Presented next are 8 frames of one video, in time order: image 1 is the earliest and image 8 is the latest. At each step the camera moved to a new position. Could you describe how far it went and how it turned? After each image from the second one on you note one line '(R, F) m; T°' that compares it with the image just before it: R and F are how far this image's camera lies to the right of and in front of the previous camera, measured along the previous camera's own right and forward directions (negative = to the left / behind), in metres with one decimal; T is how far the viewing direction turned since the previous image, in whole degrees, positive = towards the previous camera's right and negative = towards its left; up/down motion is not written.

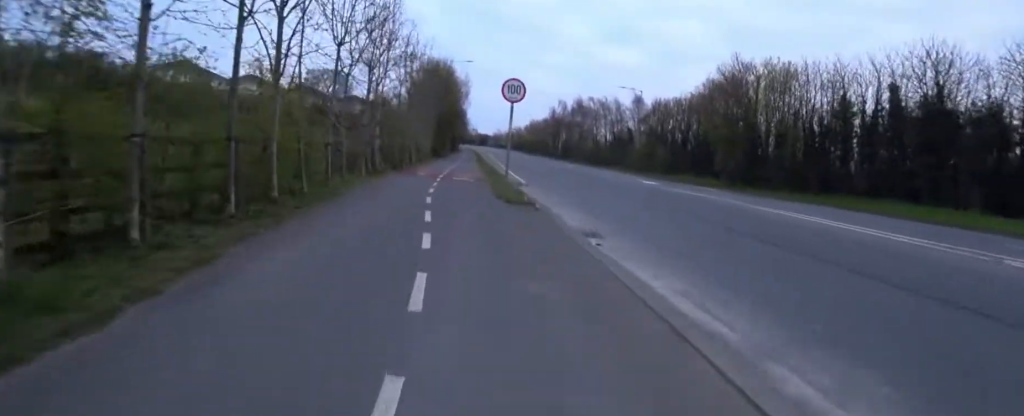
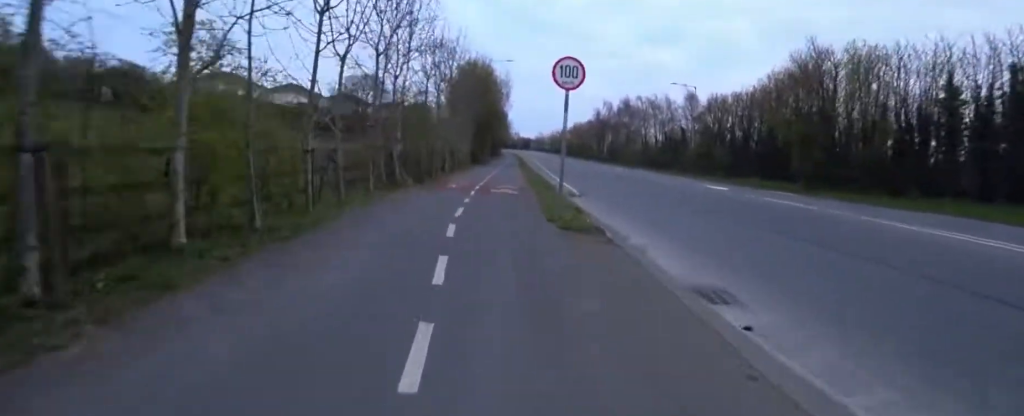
(0.0, +2.8) m; 0°
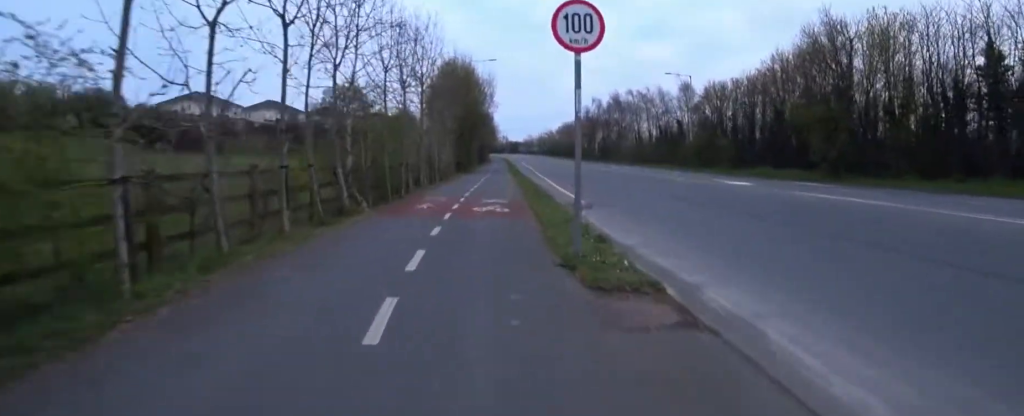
(0.0, +3.0) m; -1°
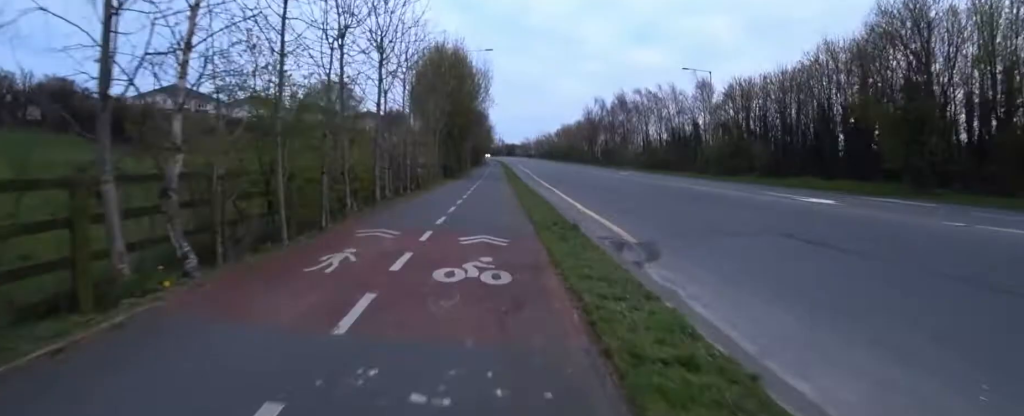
(-0.1, +5.2) m; -5°
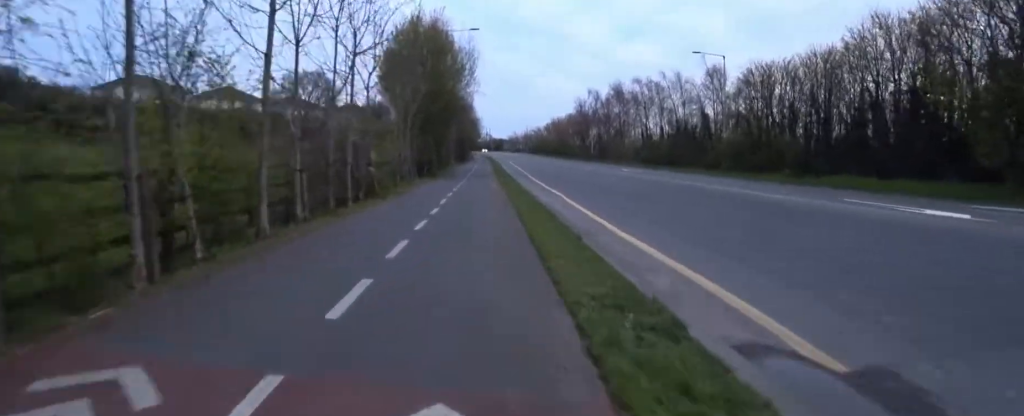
(-0.4, +4.8) m; 0°
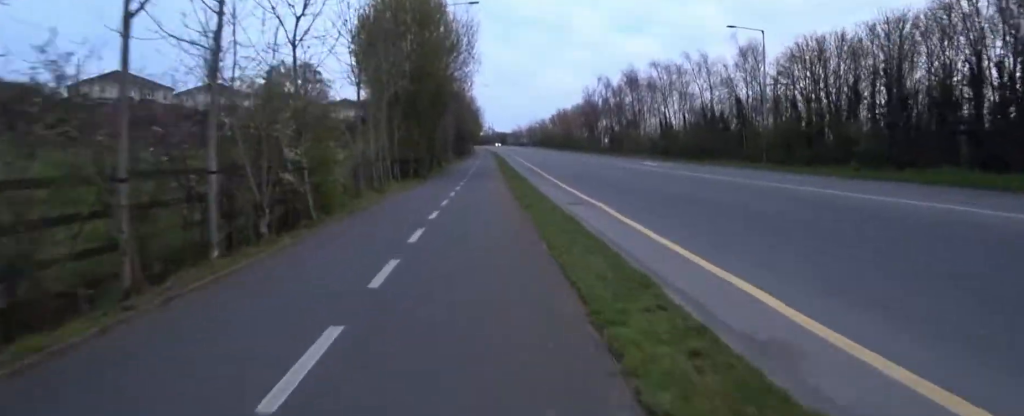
(+0.3, +5.0) m; 0°
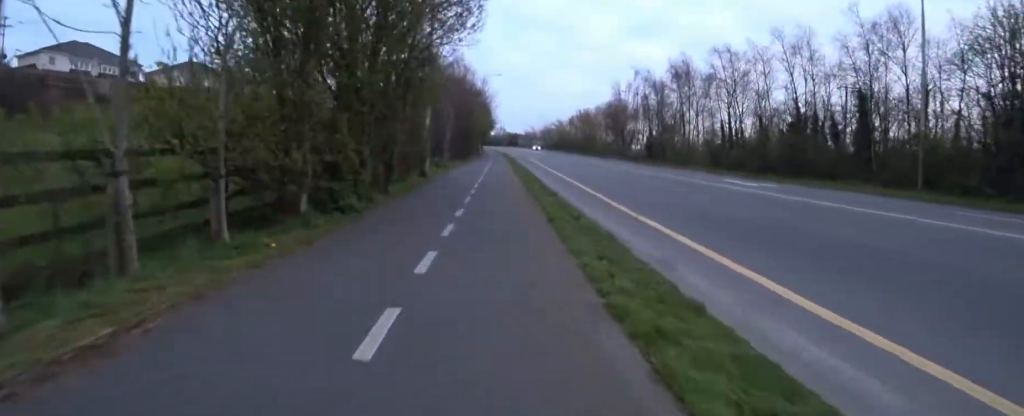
(-0.7, +11.3) m; -1°
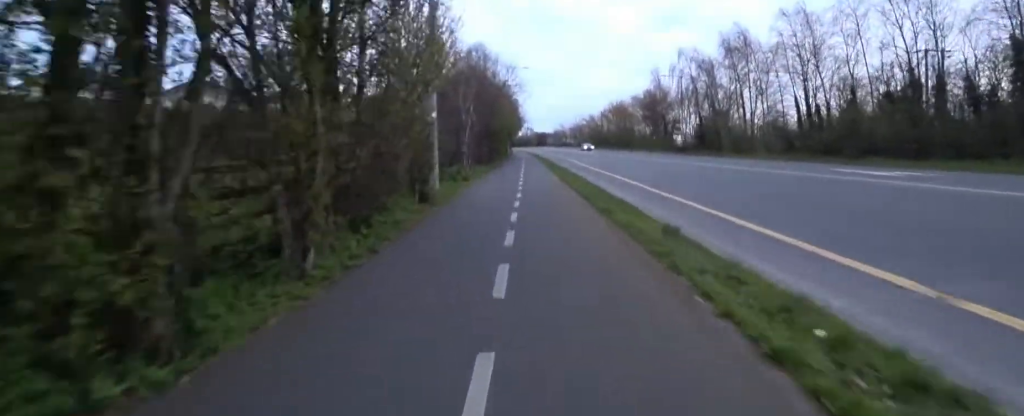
(+0.4, +6.0) m; +1°
